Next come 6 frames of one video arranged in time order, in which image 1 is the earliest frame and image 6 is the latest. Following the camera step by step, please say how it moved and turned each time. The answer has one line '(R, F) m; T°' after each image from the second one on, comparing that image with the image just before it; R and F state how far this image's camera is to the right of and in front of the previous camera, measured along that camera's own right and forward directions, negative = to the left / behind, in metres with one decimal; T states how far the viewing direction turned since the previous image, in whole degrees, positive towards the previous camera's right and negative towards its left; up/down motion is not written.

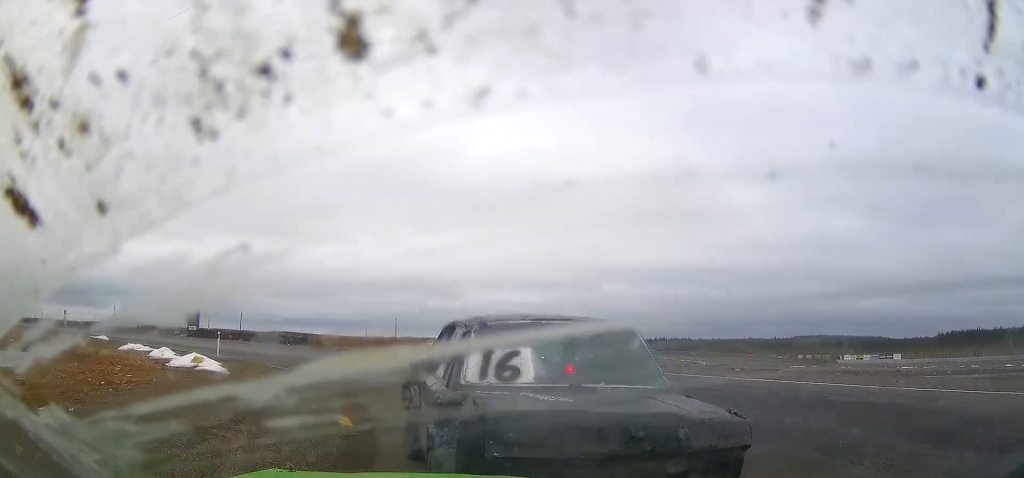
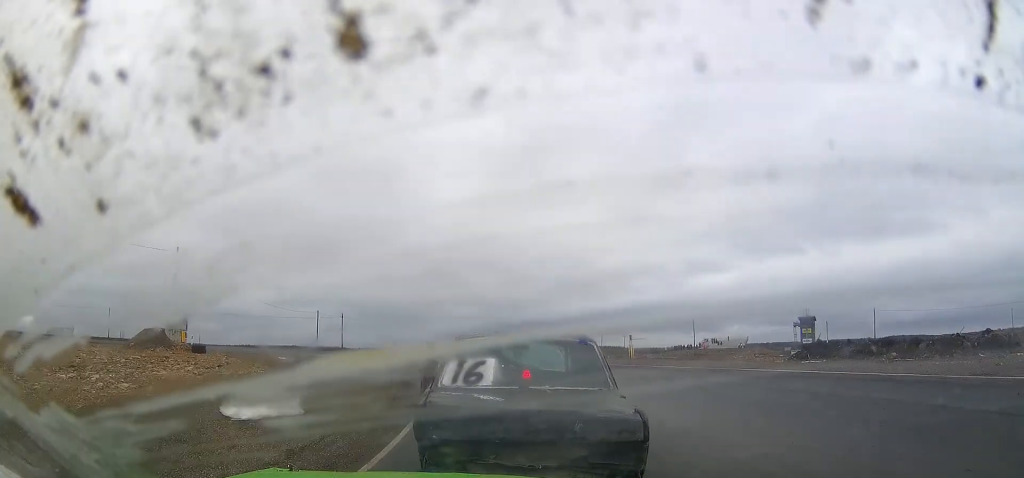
(-14.9, +31.8) m; -58°
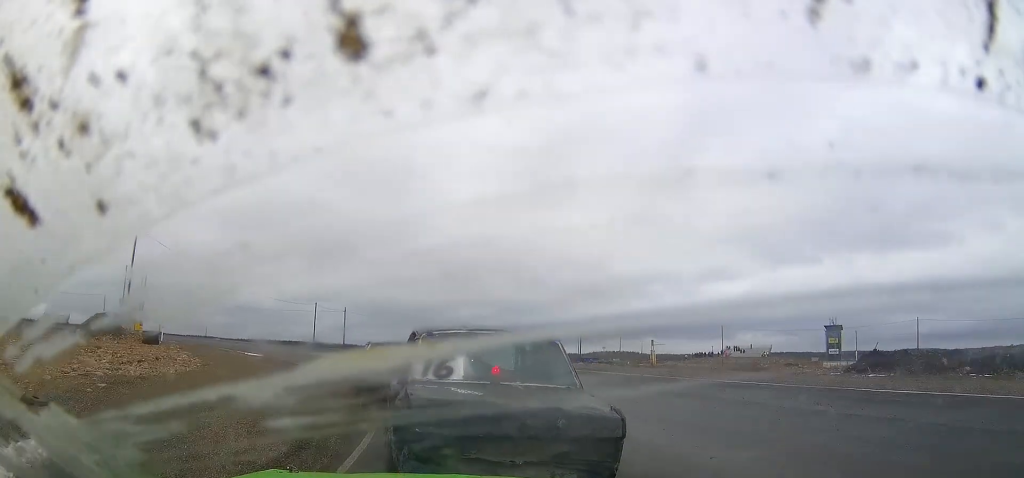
(-0.2, +5.1) m; -9°
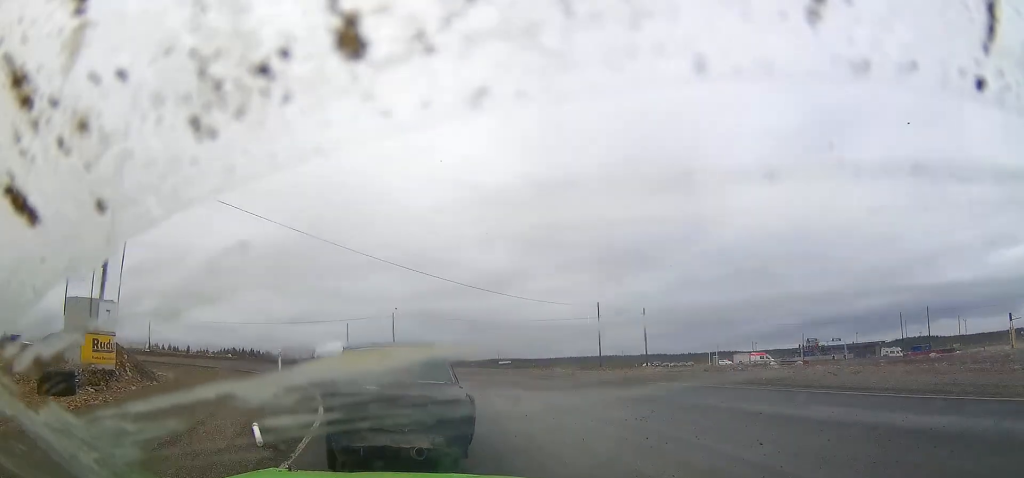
(-5.5, +21.0) m; -25°
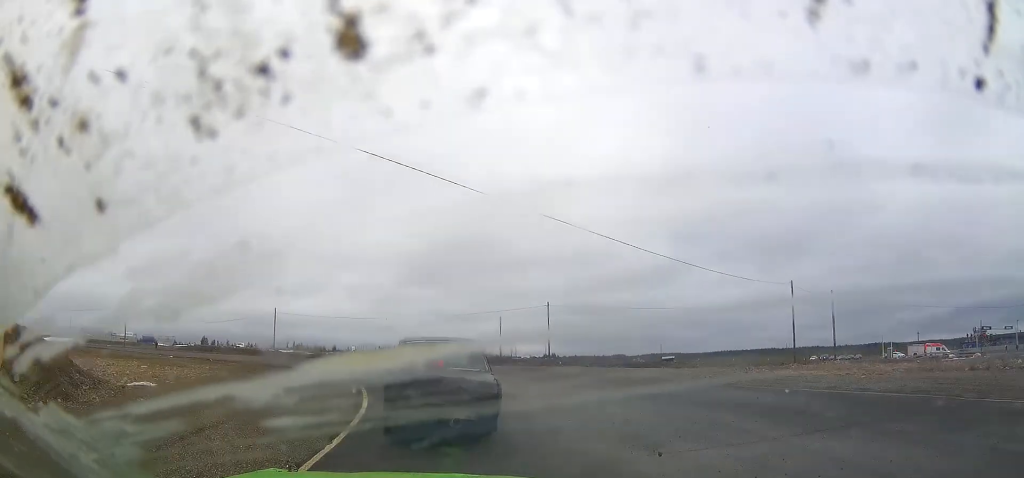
(-0.2, +10.7) m; -9°
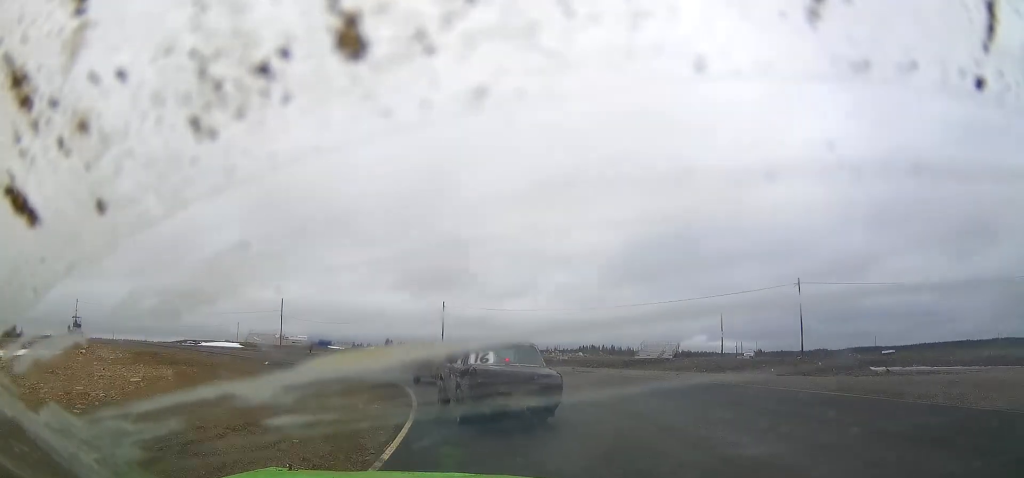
(-2.6, +14.8) m; -29°
